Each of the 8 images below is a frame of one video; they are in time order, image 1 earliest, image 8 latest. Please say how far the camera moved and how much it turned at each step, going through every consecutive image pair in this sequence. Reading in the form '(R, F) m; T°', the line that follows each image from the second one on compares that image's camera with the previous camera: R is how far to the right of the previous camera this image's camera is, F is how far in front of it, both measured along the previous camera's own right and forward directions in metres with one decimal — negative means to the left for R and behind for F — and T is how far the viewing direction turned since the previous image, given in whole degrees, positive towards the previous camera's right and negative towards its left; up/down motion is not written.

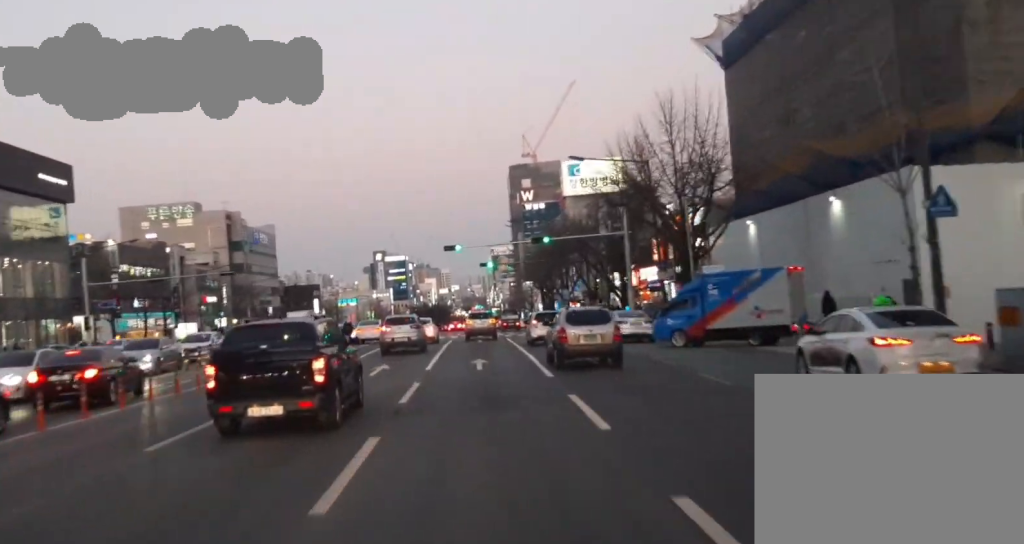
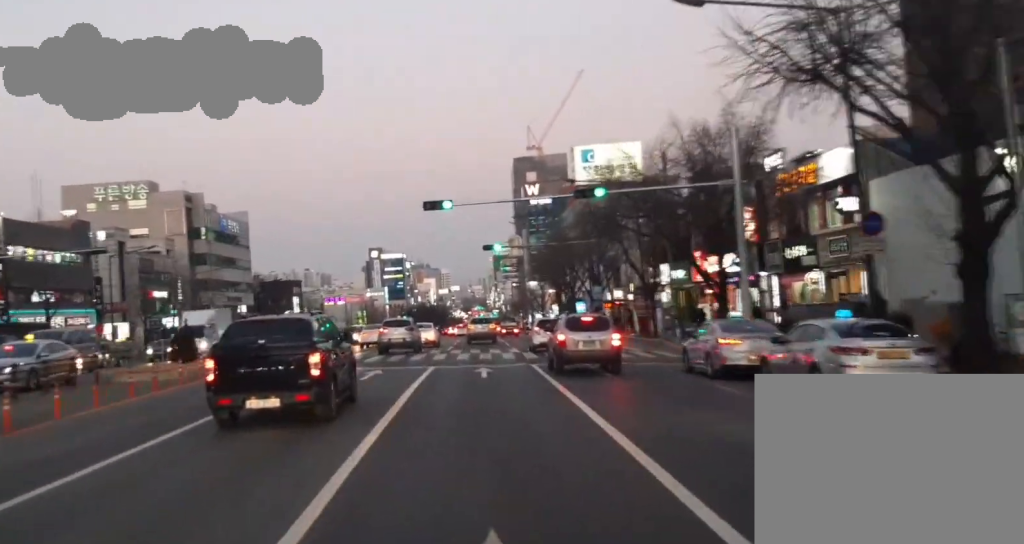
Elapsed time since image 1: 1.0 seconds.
(0.0, +24.8) m; 0°
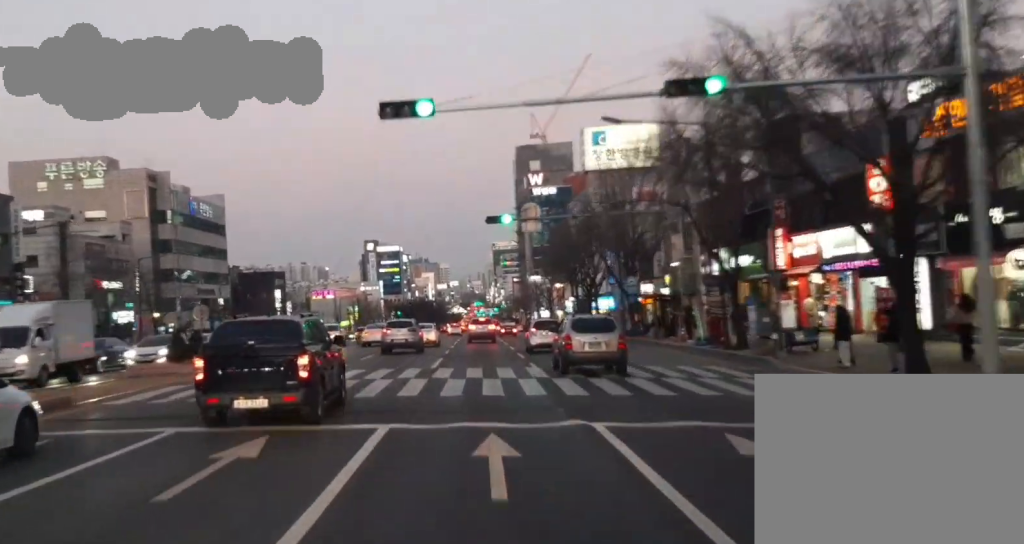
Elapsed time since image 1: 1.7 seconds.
(0.0, +16.7) m; 0°
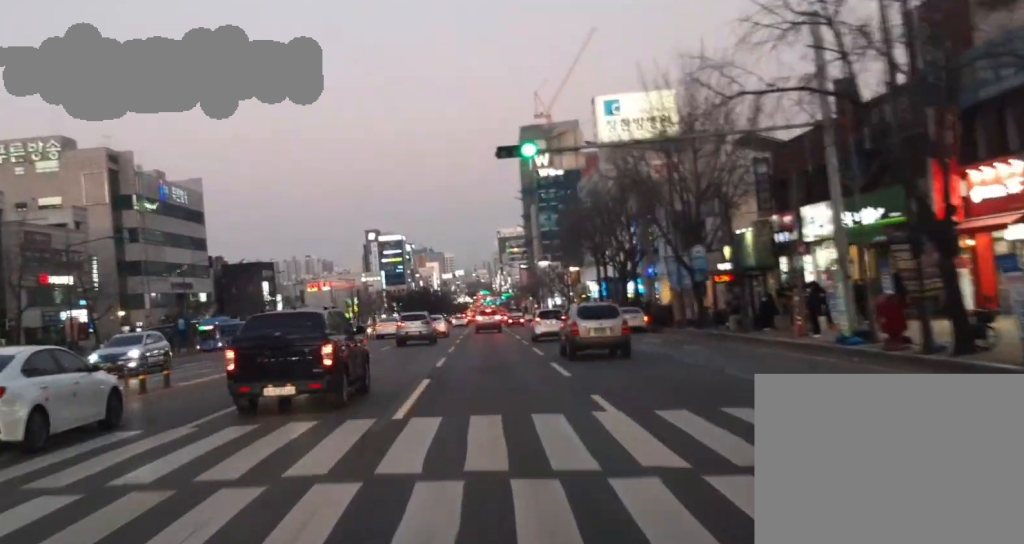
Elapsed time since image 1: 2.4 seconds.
(0.0, +15.7) m; 0°
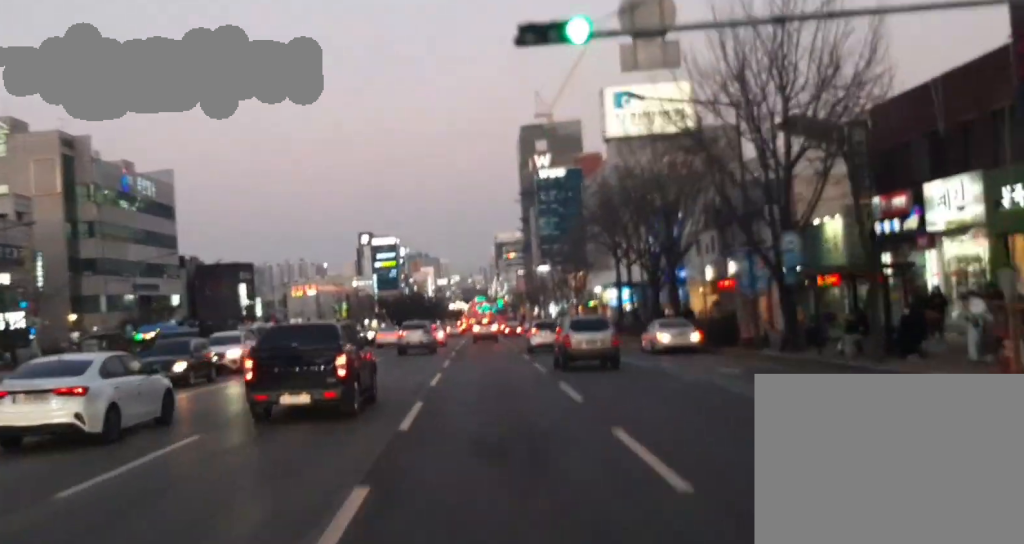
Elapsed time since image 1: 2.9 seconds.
(0.0, +12.2) m; 0°
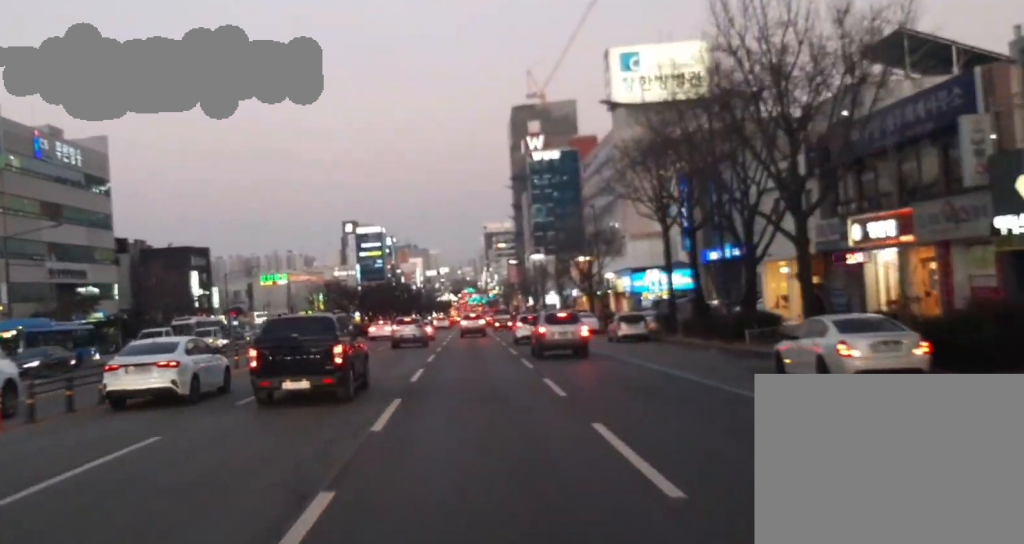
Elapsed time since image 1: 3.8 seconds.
(+0.1, +19.9) m; -1°
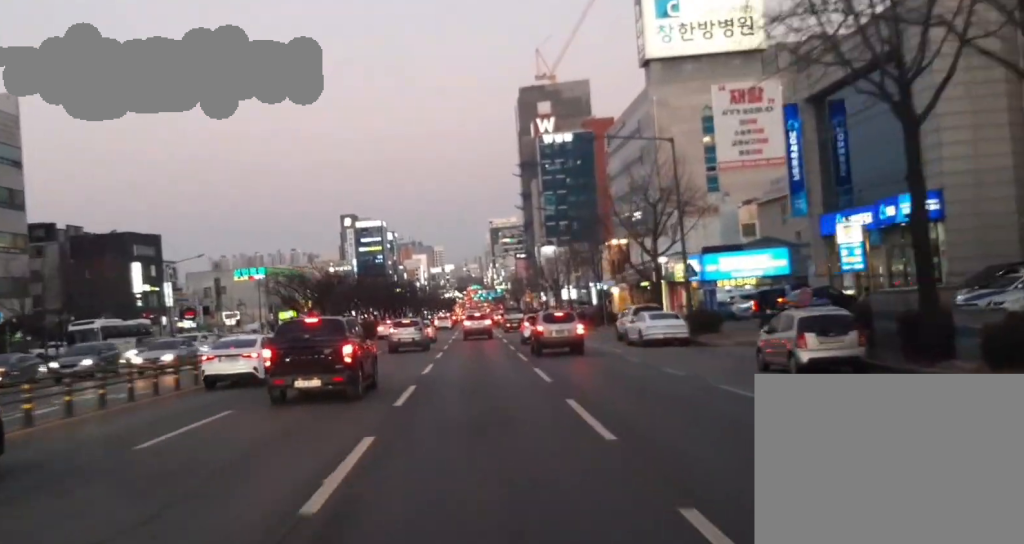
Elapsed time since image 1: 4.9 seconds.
(-0.5, +22.2) m; -3°
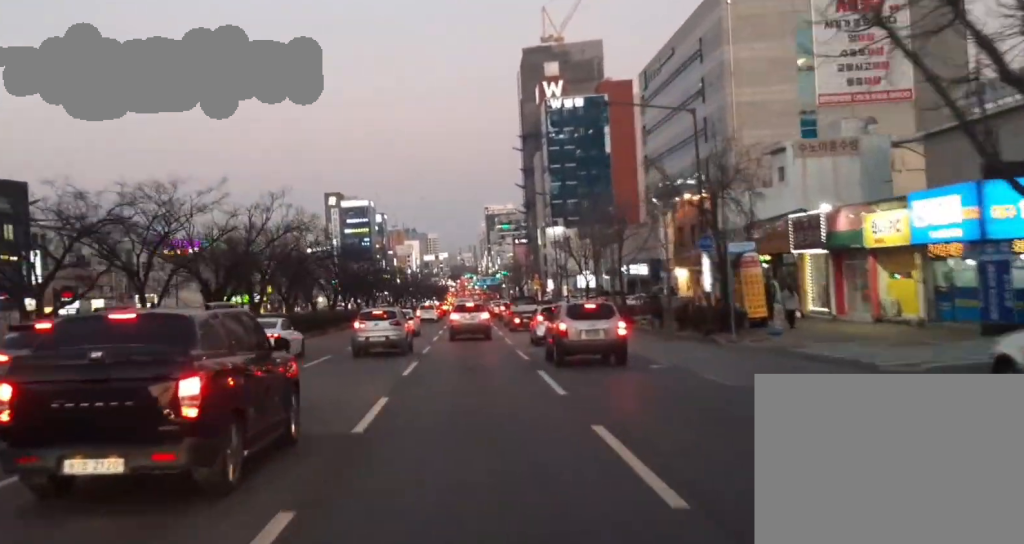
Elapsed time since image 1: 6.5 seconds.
(-0.7, +27.3) m; -2°
